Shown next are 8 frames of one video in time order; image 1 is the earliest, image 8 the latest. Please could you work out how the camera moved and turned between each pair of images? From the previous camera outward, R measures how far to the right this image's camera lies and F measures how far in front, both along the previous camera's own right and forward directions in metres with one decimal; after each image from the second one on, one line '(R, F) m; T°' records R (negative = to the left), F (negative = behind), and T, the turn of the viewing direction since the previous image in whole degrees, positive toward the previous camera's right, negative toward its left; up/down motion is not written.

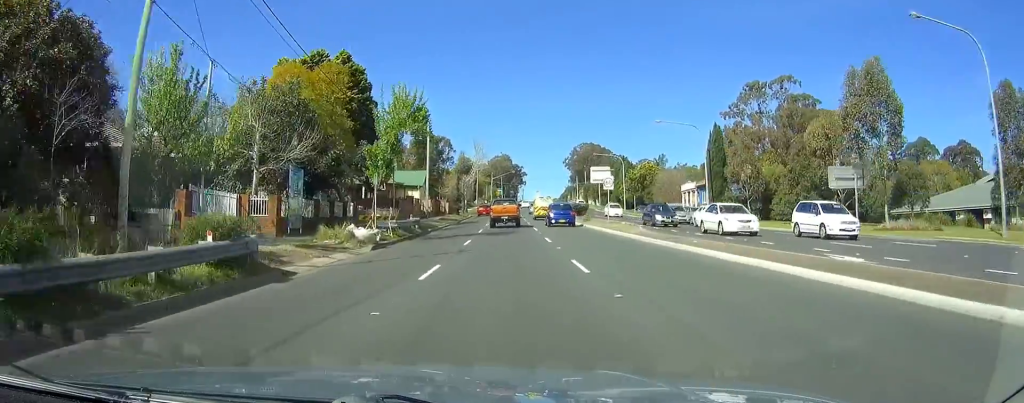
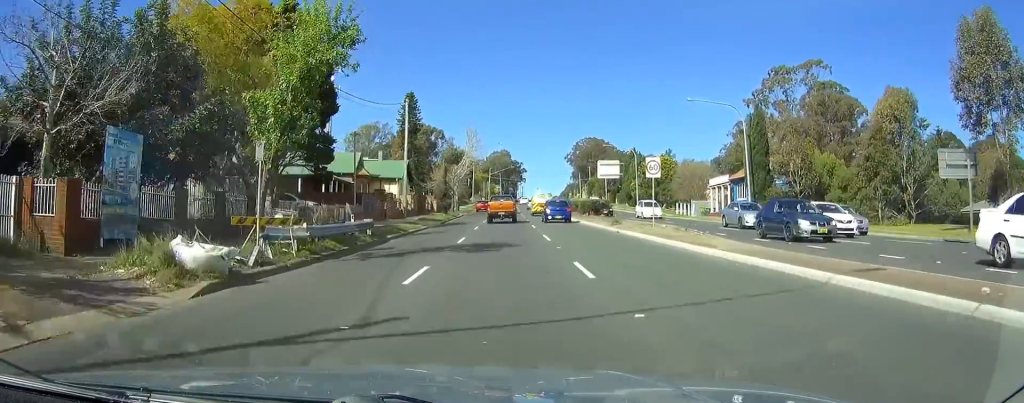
(-0.1, +13.0) m; -1°
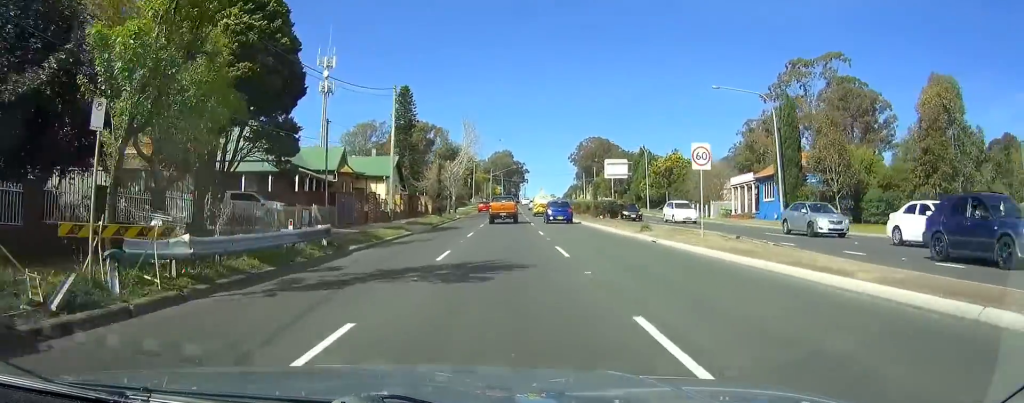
(0.0, +6.9) m; 0°
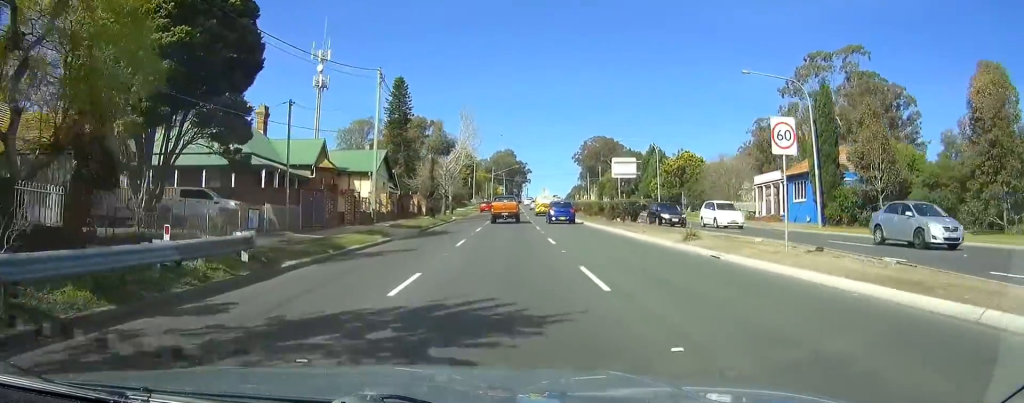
(0.0, +6.7) m; 0°
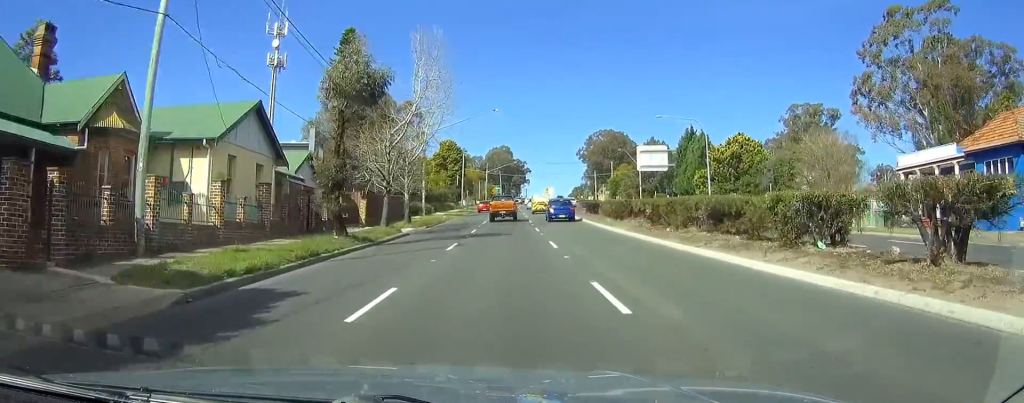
(-0.1, +26.3) m; 0°
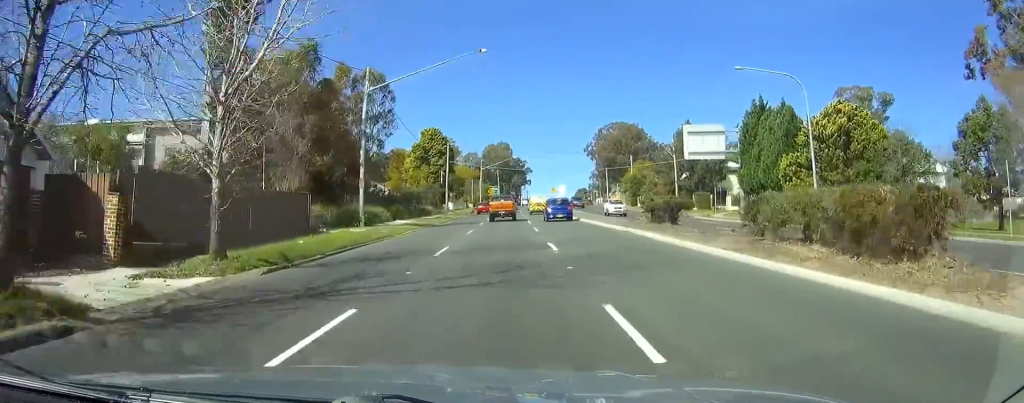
(-0.1, +26.4) m; -1°
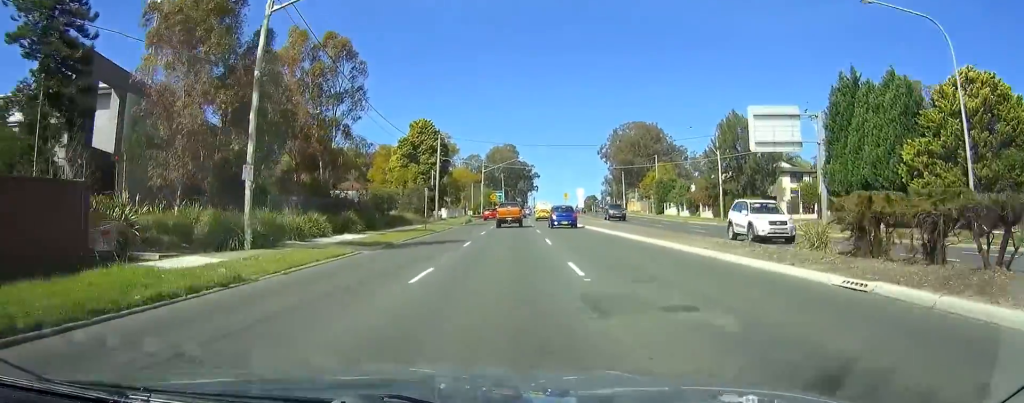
(-0.1, +17.5) m; 0°
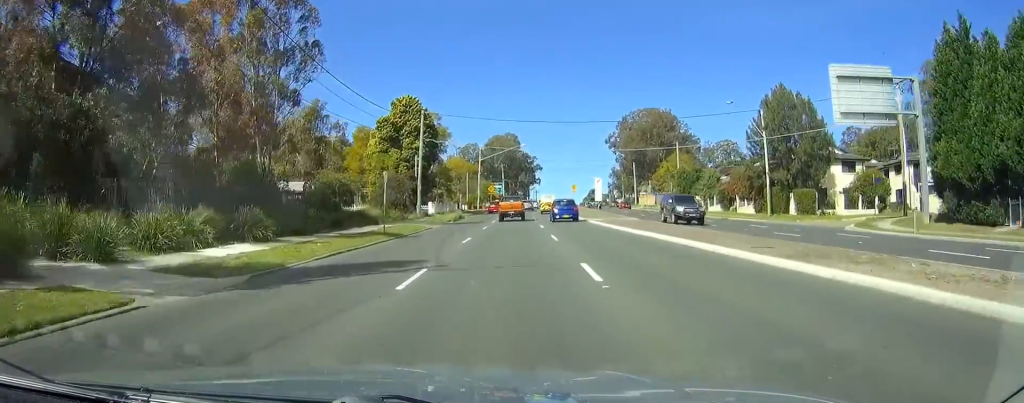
(0.0, +14.3) m; 0°
